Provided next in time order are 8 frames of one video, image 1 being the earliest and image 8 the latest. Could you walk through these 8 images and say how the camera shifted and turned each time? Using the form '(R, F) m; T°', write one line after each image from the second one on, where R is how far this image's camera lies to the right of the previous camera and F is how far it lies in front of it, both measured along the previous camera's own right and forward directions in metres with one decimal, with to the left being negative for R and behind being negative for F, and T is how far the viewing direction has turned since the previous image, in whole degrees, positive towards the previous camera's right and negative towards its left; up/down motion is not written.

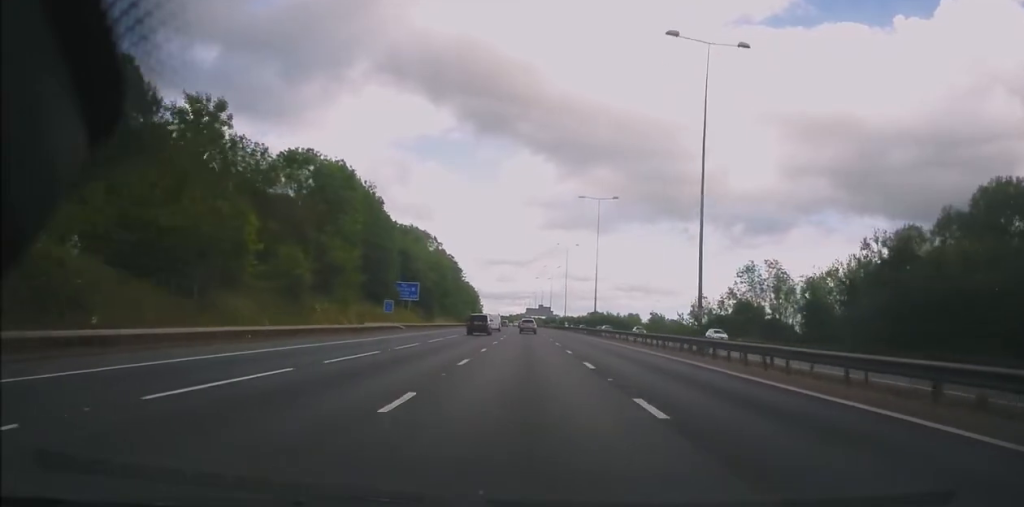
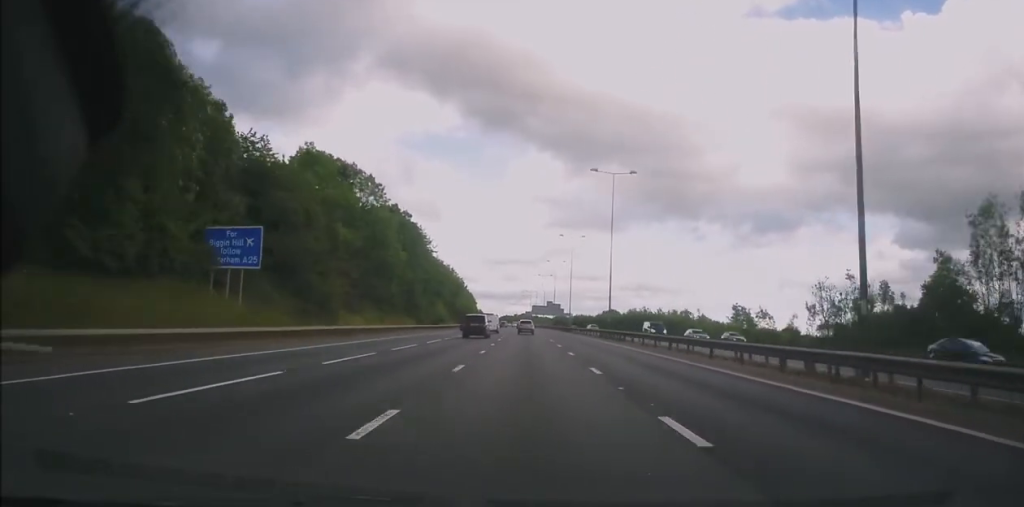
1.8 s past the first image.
(0.0, +53.7) m; 0°
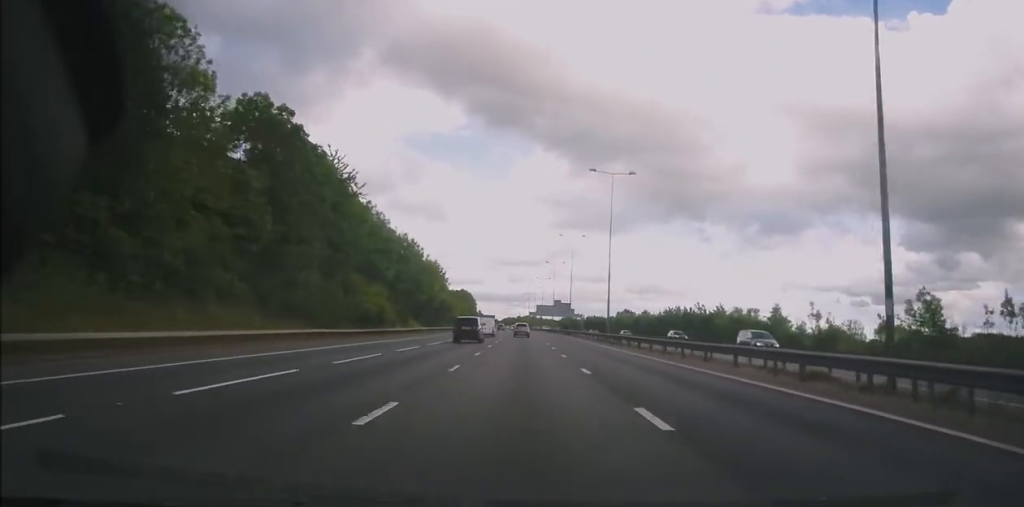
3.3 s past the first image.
(-0.6, +43.2) m; -1°
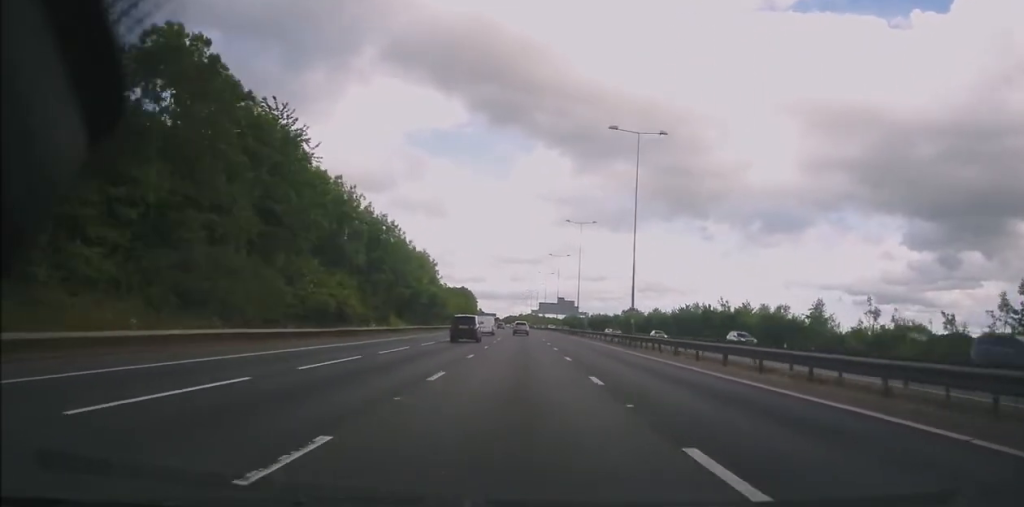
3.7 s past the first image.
(0.0, +11.9) m; 0°
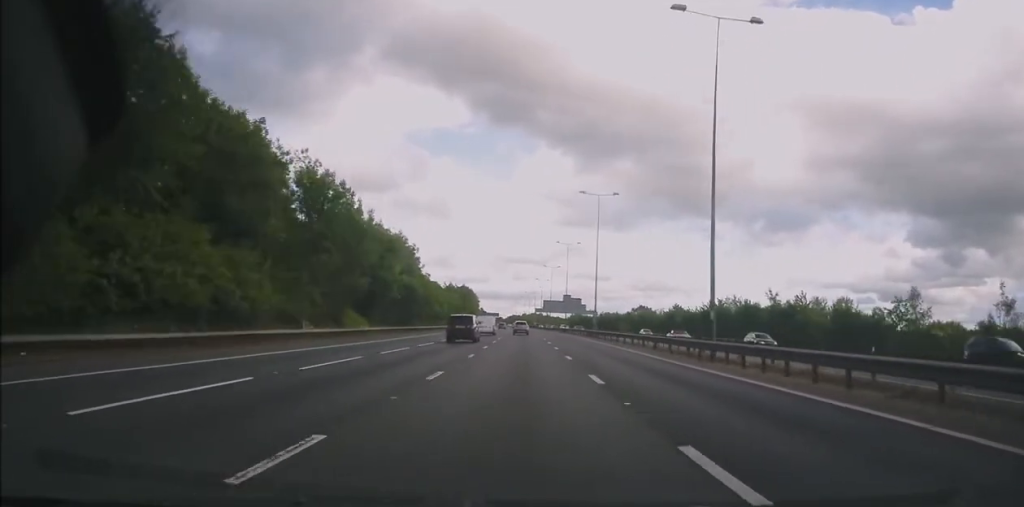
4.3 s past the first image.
(+0.3, +17.8) m; 0°
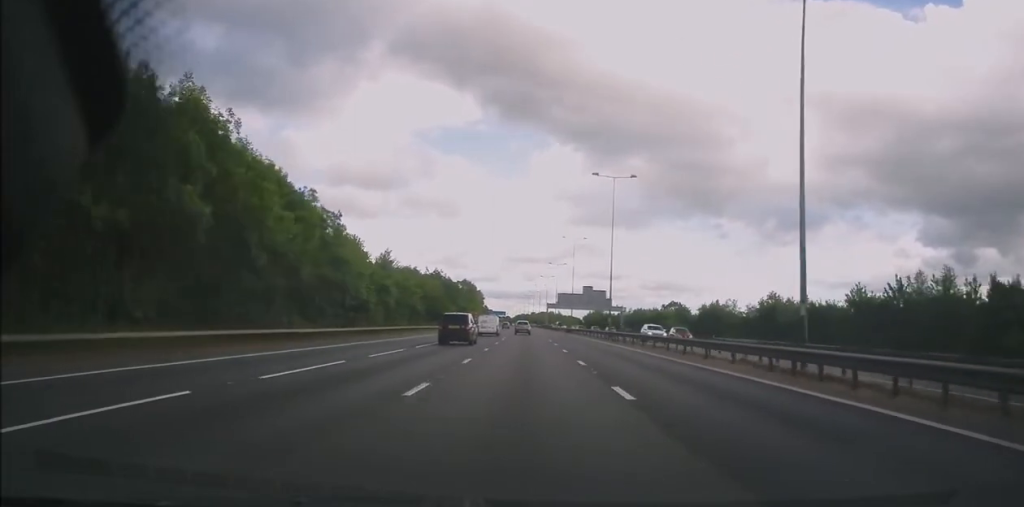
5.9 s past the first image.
(-0.7, +47.5) m; -1°
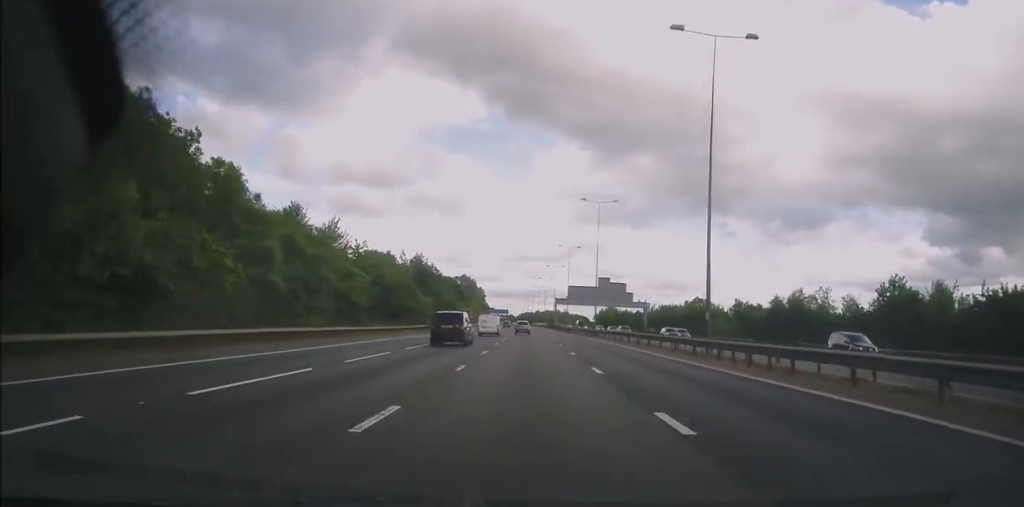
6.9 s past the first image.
(0.0, +29.9) m; 0°
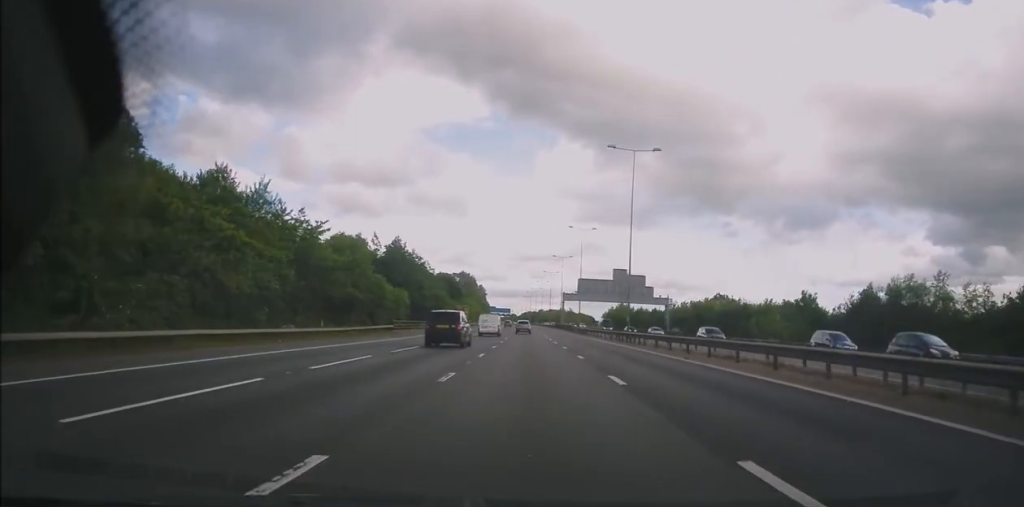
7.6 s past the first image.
(0.0, +21.0) m; 0°
